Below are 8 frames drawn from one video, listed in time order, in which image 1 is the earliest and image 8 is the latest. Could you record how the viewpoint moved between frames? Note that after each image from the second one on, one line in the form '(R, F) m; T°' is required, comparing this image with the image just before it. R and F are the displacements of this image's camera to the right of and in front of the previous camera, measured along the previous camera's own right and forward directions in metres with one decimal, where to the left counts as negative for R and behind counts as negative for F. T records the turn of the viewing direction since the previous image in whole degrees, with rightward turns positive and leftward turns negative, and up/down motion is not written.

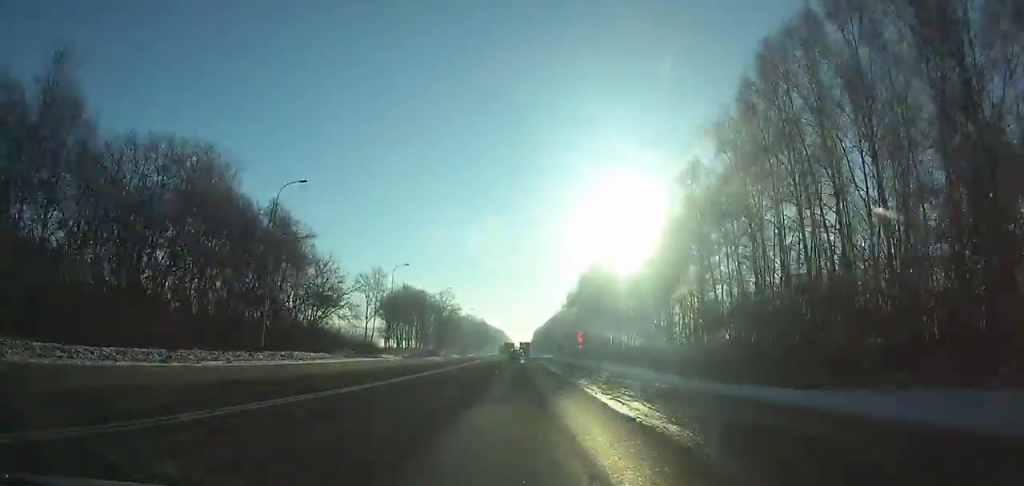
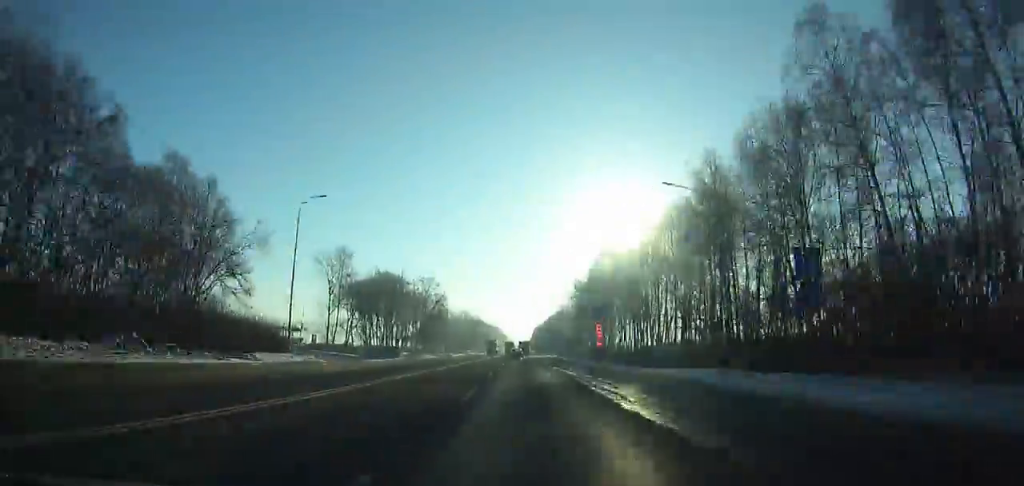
(0.0, +32.3) m; 0°
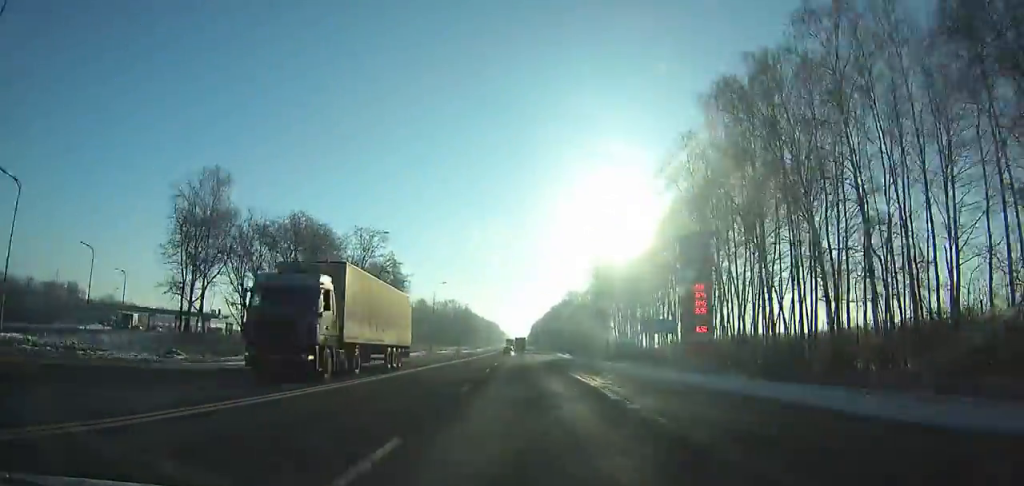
(+0.1, +57.0) m; 0°
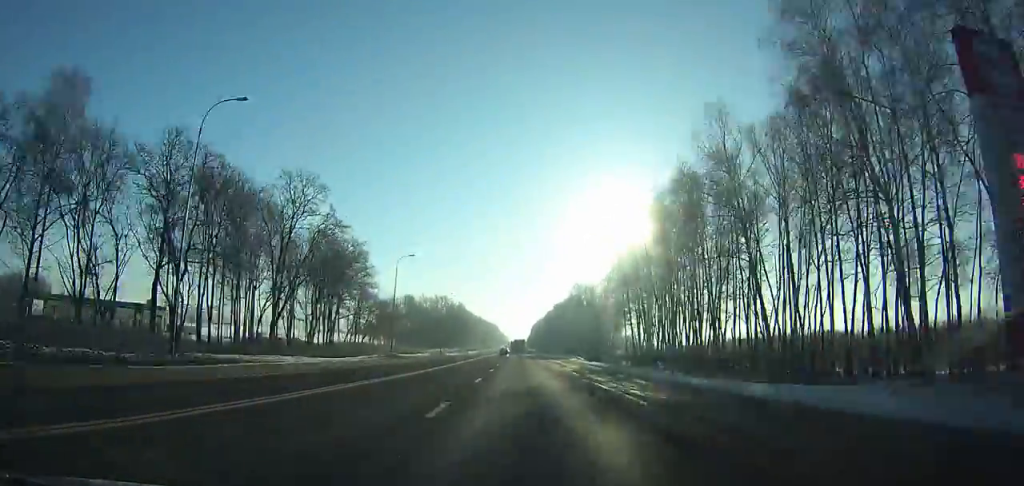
(0.0, +30.5) m; 0°
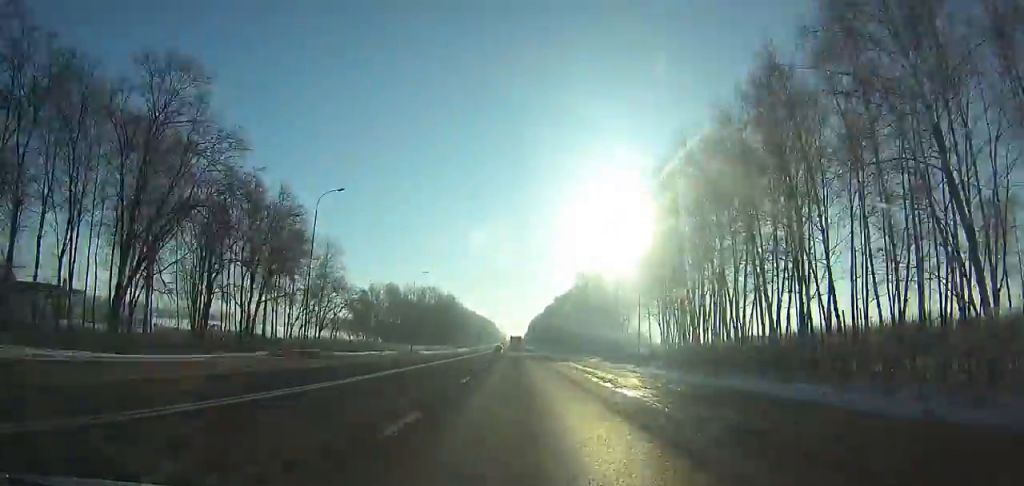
(0.0, +26.9) m; 0°
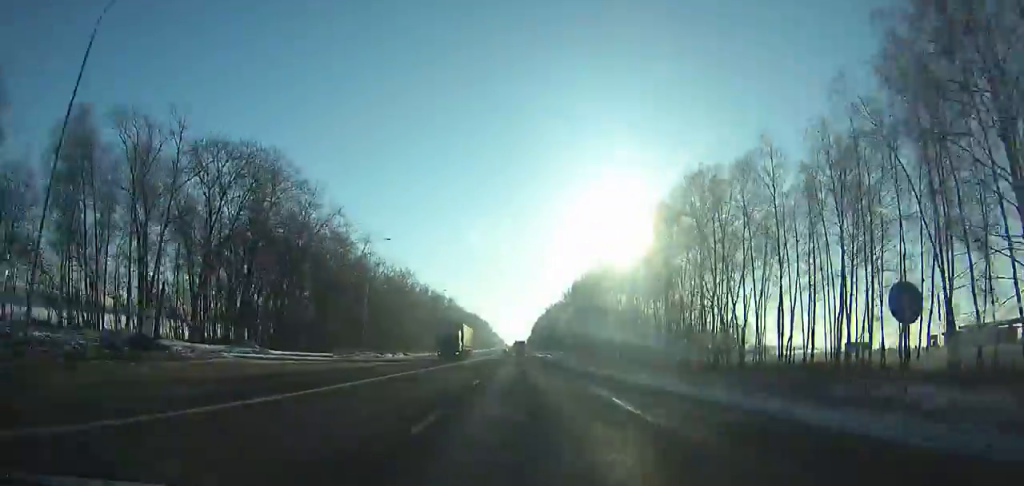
(-0.2, +154.5) m; 0°
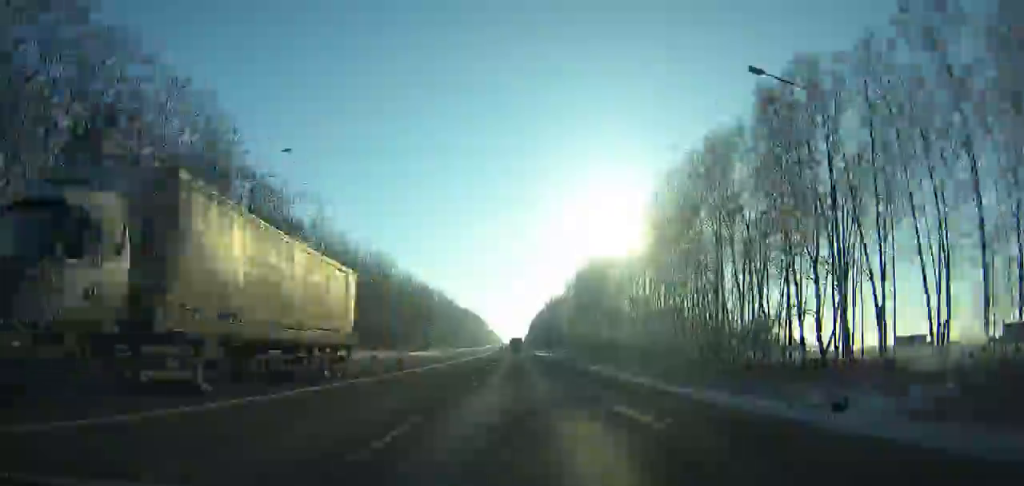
(+0.1, +26.0) m; 0°
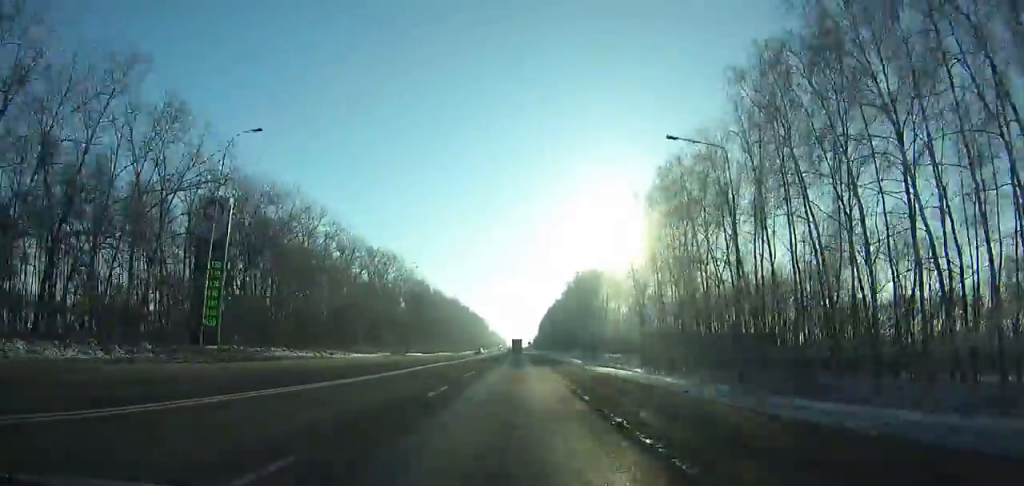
(+0.2, +99.1) m; 0°
